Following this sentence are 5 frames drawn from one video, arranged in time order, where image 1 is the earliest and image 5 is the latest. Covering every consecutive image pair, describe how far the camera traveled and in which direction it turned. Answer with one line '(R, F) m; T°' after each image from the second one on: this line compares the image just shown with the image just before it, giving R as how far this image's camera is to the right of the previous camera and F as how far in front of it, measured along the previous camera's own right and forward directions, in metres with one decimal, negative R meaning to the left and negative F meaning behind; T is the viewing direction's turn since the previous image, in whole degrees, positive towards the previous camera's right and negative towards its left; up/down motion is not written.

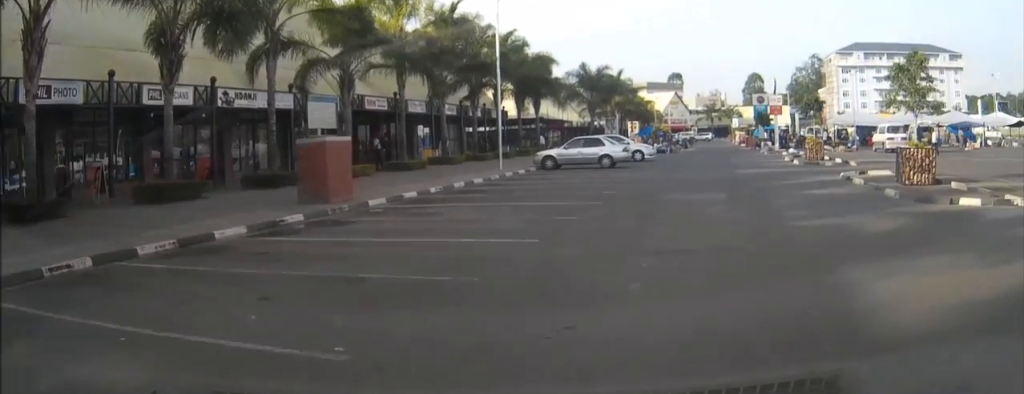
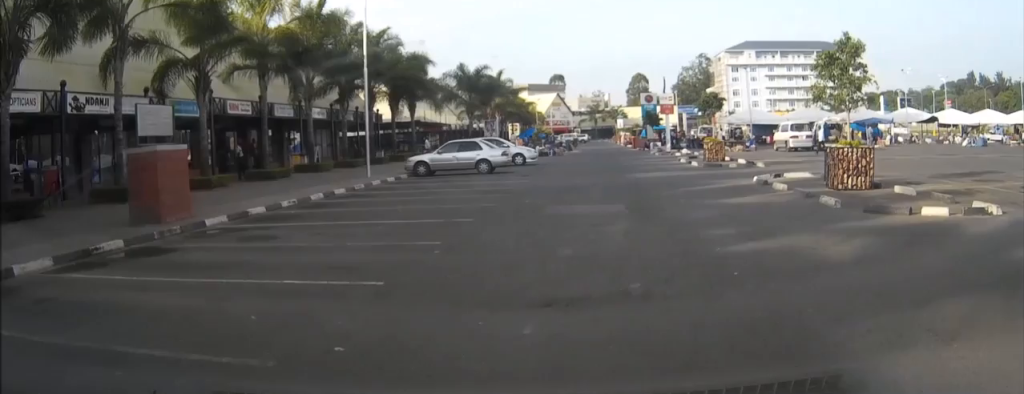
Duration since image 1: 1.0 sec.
(+0.1, +2.8) m; +6°
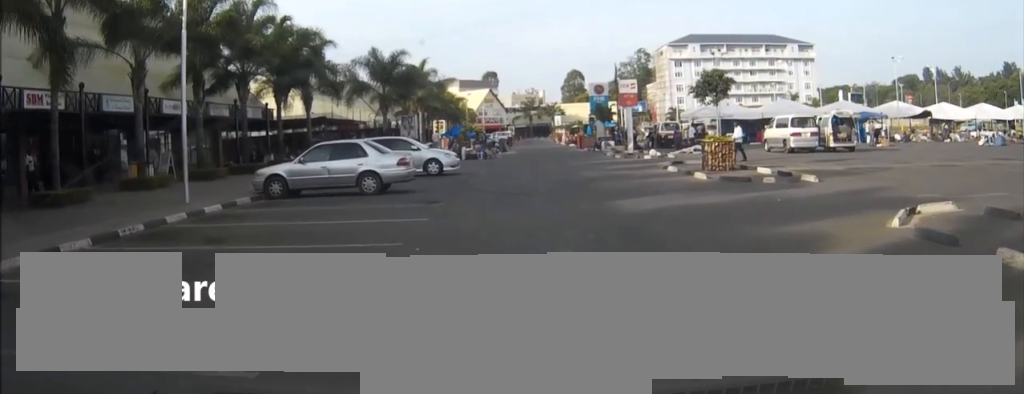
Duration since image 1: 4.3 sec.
(+1.6, +10.7) m; +10°
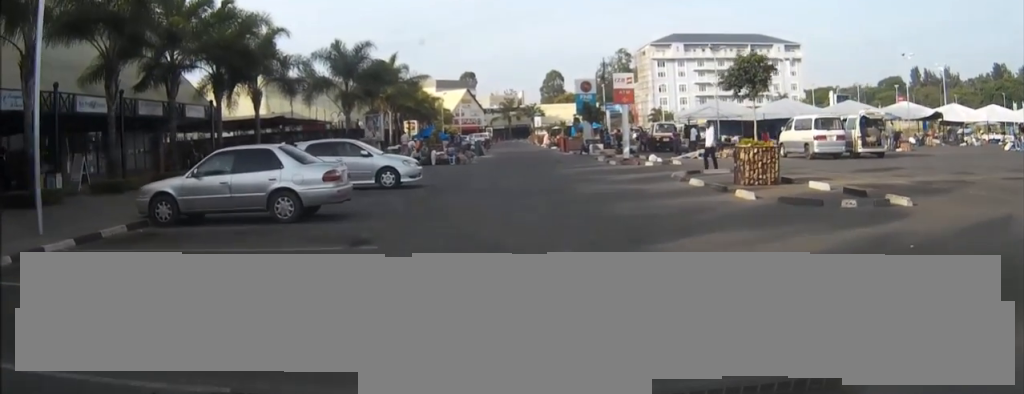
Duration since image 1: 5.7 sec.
(+0.1, +5.8) m; +2°
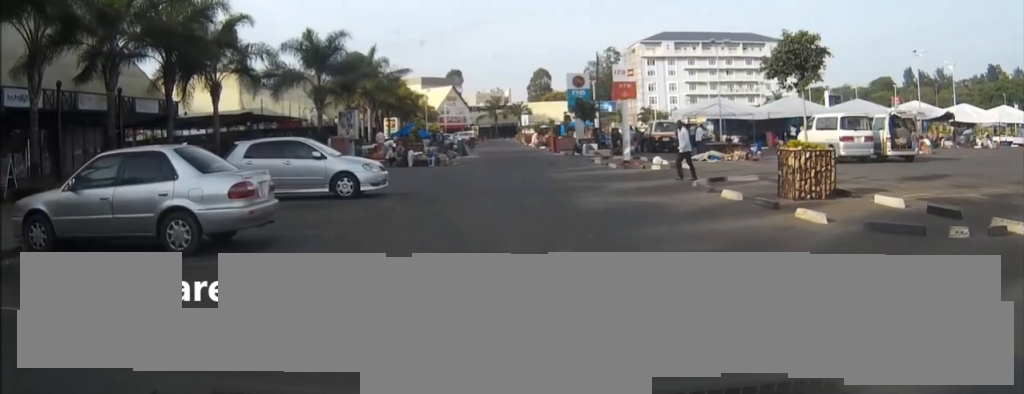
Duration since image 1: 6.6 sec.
(+0.1, +4.2) m; +1°
